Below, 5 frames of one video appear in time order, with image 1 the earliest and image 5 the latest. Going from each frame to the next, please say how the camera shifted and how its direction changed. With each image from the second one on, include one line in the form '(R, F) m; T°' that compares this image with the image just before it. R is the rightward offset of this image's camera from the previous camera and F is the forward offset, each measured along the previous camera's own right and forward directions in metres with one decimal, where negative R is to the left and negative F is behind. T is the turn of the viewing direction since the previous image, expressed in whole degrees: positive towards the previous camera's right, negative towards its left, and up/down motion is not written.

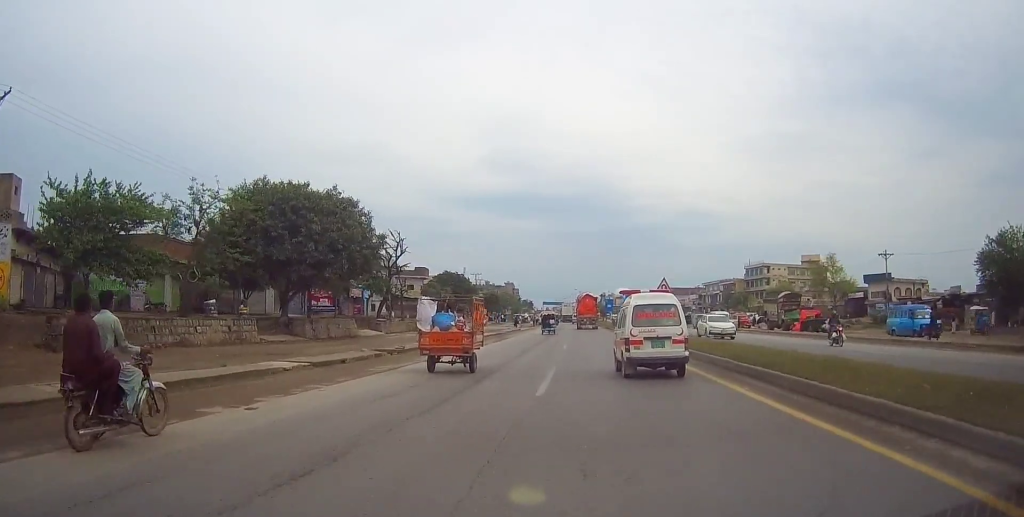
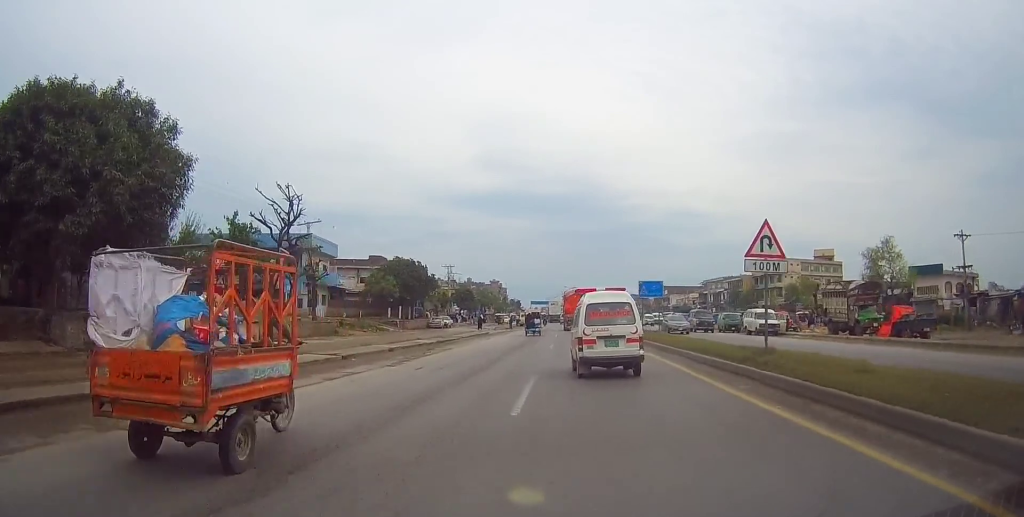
(+0.3, +20.0) m; +1°
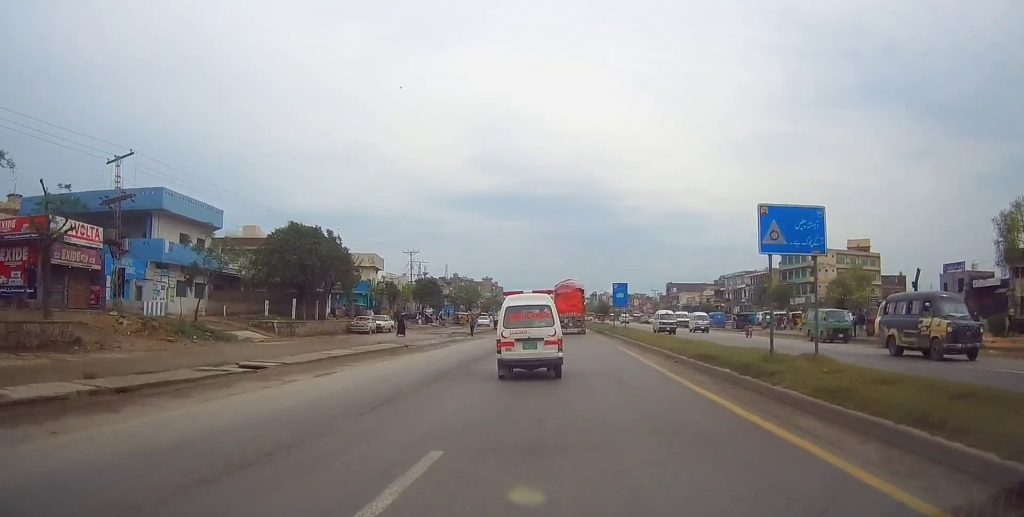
(+0.3, +25.8) m; -2°
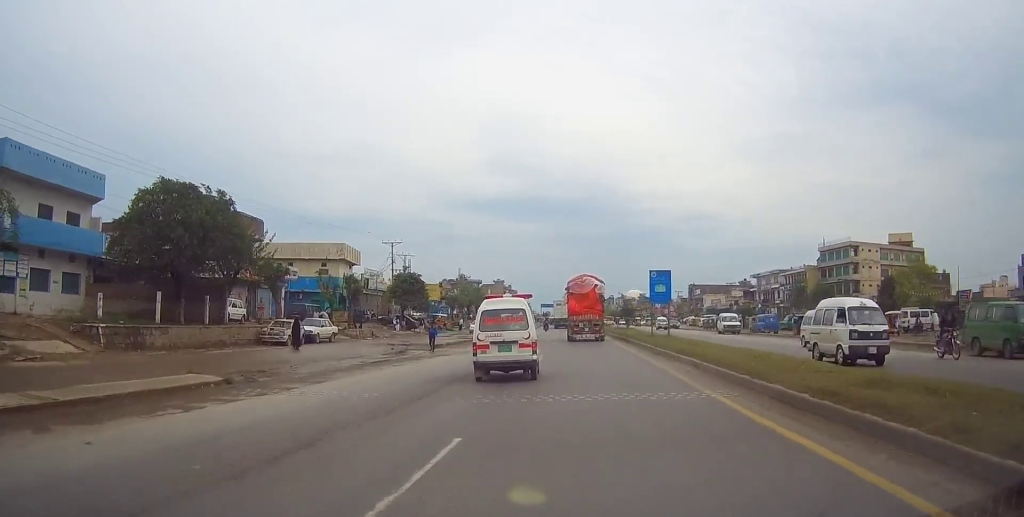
(-0.9, +16.8) m; -2°
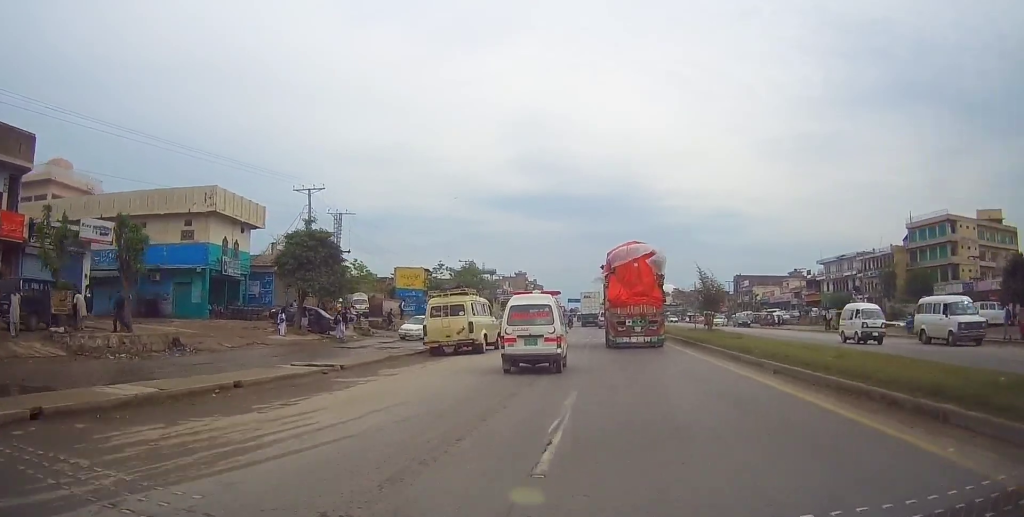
(+0.6, +30.8) m; 0°
